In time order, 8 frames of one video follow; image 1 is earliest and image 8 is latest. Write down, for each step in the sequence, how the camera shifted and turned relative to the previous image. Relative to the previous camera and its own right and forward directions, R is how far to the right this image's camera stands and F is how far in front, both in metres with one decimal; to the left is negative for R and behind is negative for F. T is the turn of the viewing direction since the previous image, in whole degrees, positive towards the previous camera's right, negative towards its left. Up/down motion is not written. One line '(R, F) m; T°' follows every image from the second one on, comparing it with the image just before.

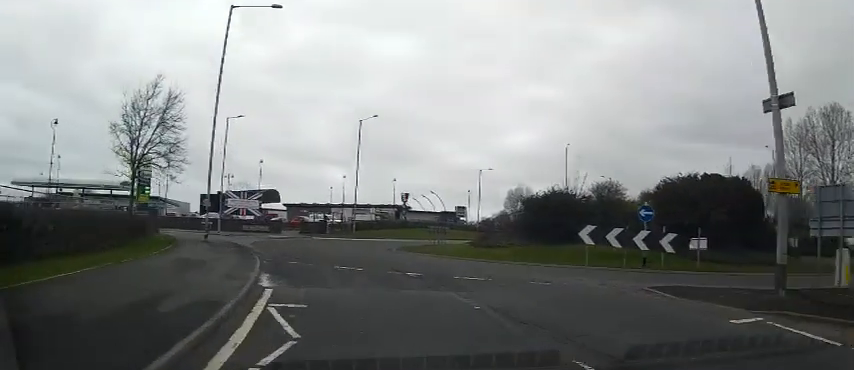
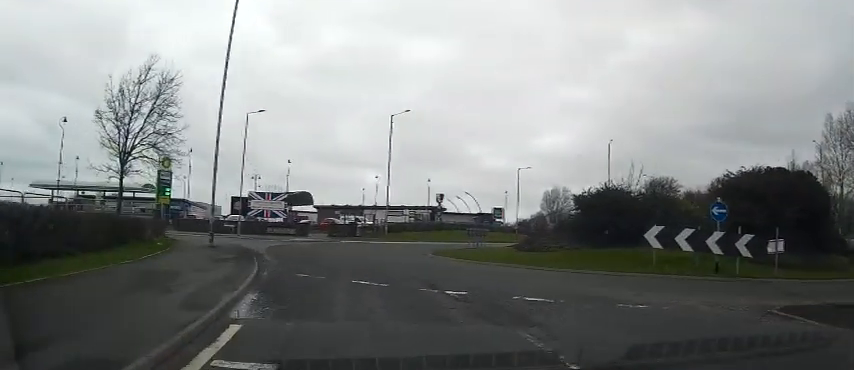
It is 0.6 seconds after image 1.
(-0.2, +4.0) m; -5°
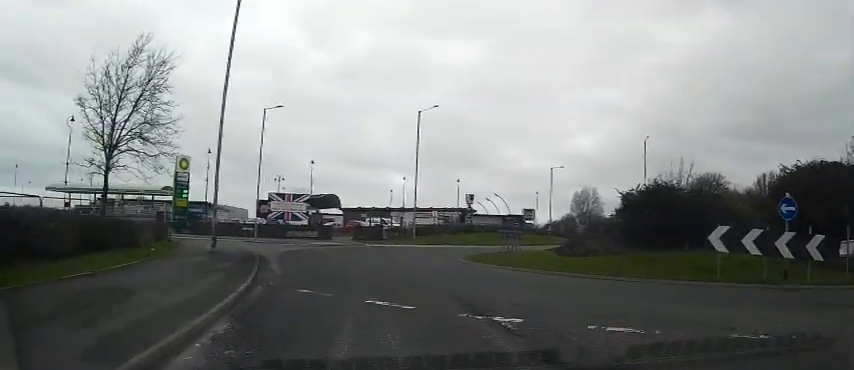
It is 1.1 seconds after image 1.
(-0.1, +2.8) m; -3°
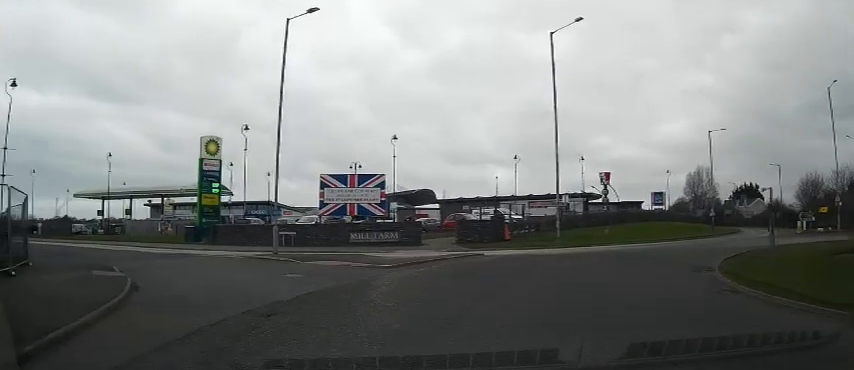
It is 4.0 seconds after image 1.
(-1.7, +17.5) m; -2°
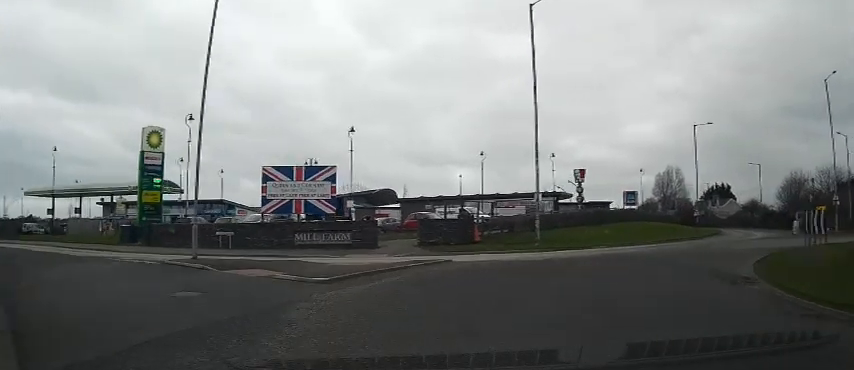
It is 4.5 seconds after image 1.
(-0.1, +3.7) m; +4°
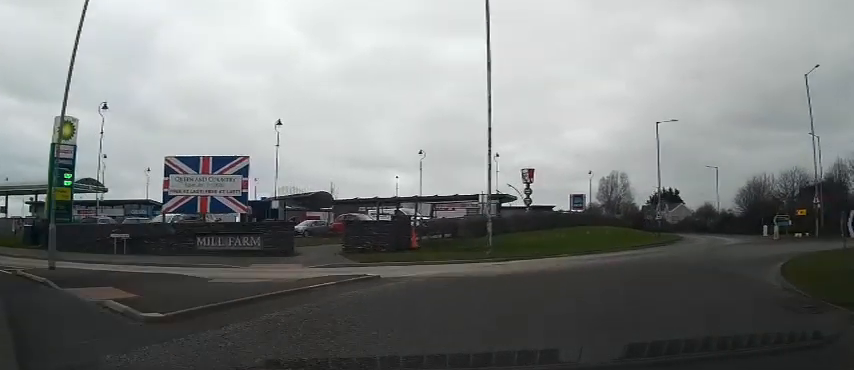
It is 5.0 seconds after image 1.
(+0.4, +4.6) m; +7°
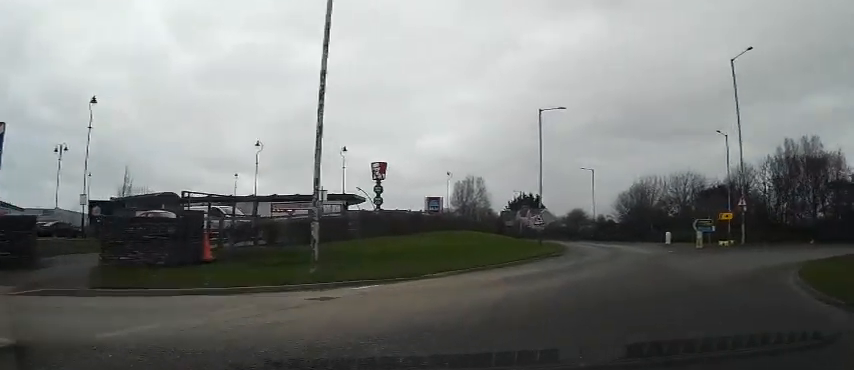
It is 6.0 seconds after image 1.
(+0.7, +7.6) m; +11°
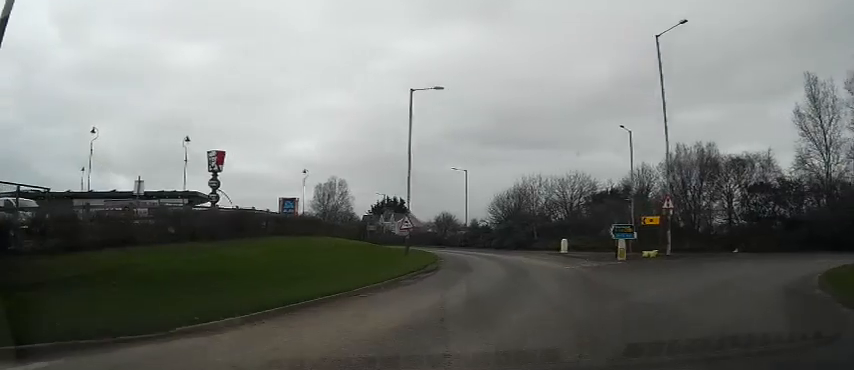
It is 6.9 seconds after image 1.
(+0.6, +7.0) m; +12°
